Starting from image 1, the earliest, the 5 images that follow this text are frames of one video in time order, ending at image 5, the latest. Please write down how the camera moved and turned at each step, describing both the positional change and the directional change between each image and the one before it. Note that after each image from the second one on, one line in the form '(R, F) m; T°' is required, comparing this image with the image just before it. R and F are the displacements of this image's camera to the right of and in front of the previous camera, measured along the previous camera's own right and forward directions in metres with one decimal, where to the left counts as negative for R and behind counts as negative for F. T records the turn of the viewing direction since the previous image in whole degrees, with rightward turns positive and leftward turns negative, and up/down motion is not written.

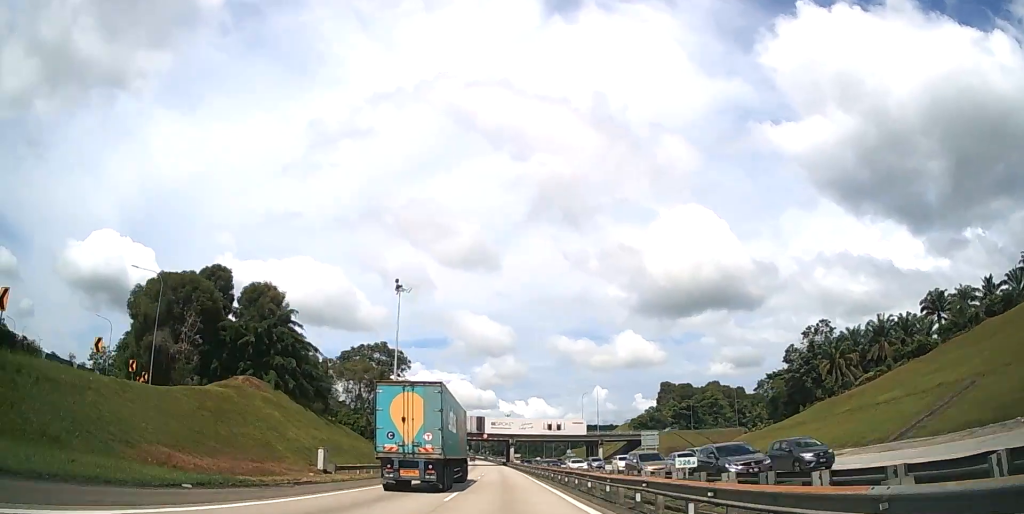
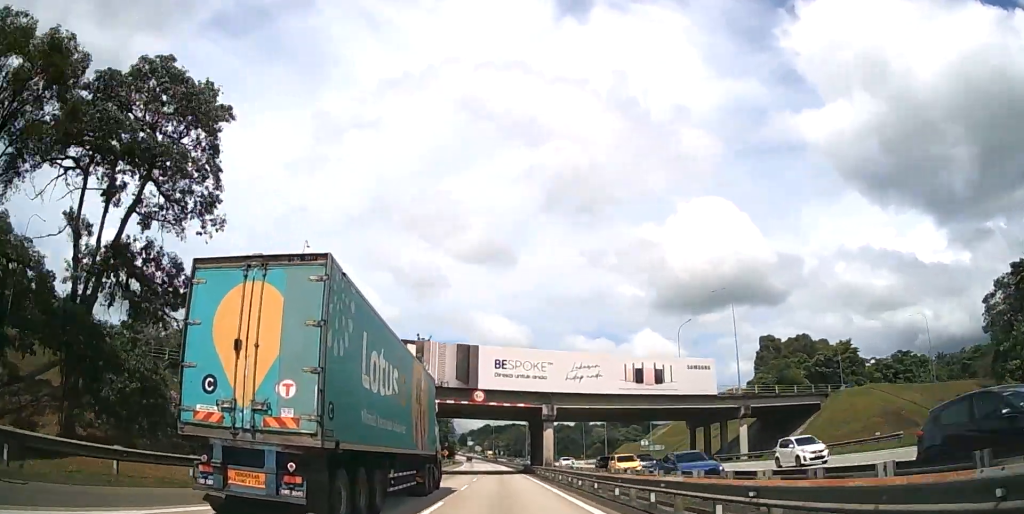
(-1.2, +77.3) m; -2°
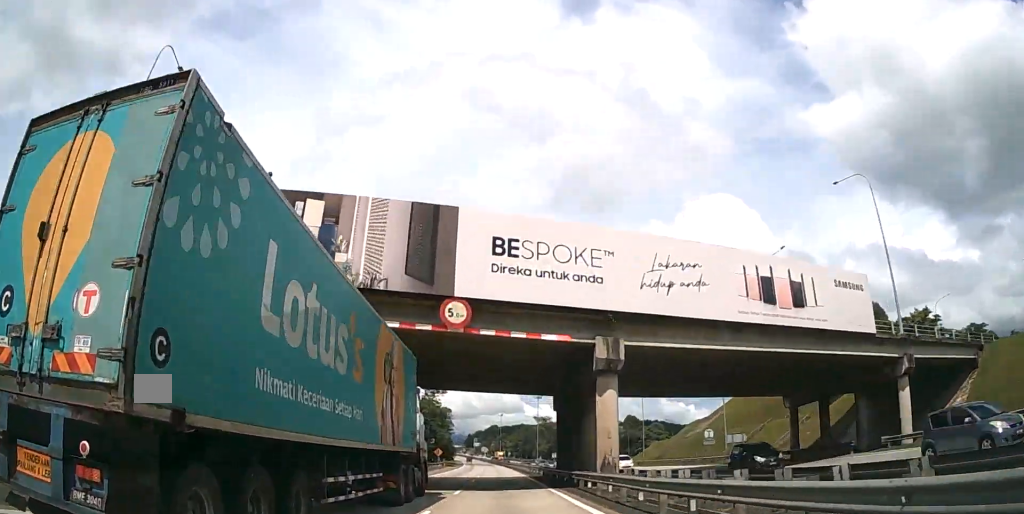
(-0.2, +26.8) m; -1°
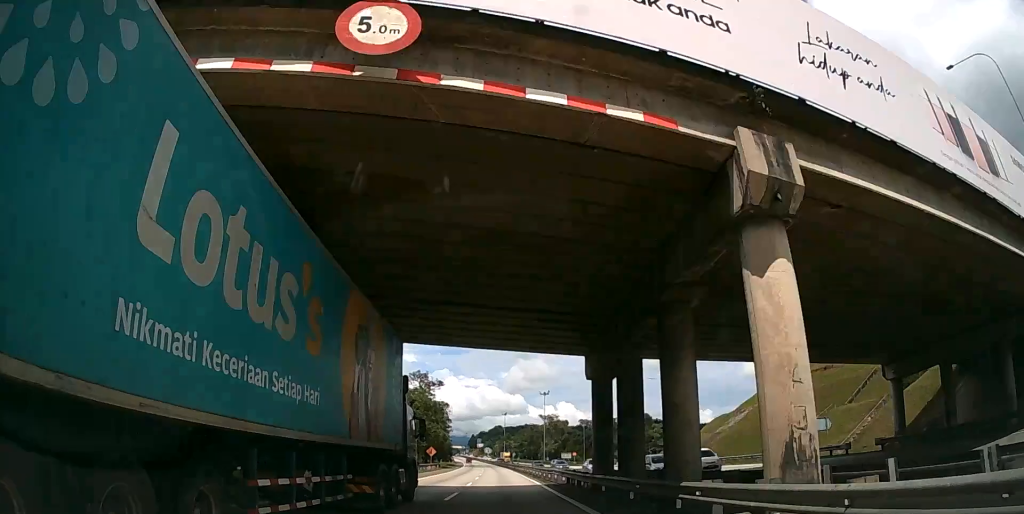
(0.0, +15.2) m; 0°
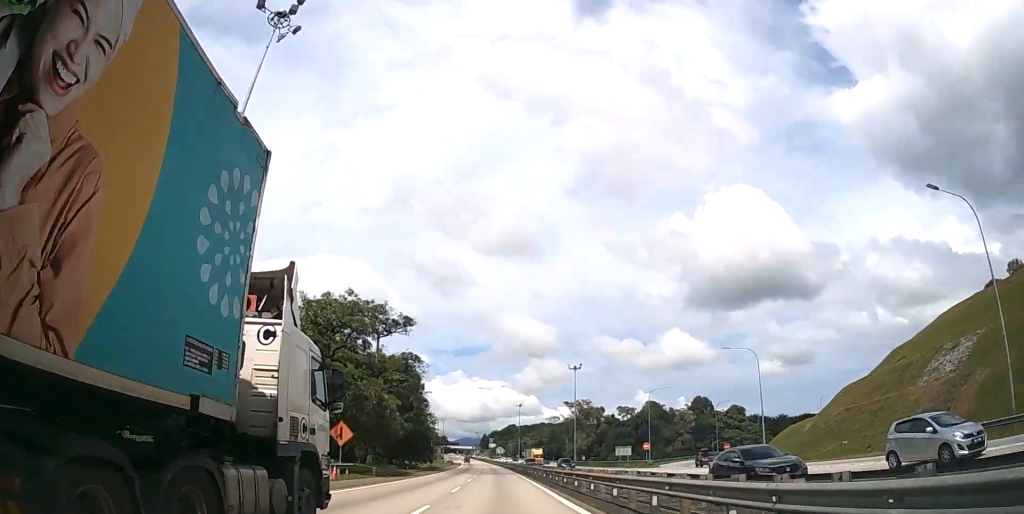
(-0.7, +54.9) m; -1°
